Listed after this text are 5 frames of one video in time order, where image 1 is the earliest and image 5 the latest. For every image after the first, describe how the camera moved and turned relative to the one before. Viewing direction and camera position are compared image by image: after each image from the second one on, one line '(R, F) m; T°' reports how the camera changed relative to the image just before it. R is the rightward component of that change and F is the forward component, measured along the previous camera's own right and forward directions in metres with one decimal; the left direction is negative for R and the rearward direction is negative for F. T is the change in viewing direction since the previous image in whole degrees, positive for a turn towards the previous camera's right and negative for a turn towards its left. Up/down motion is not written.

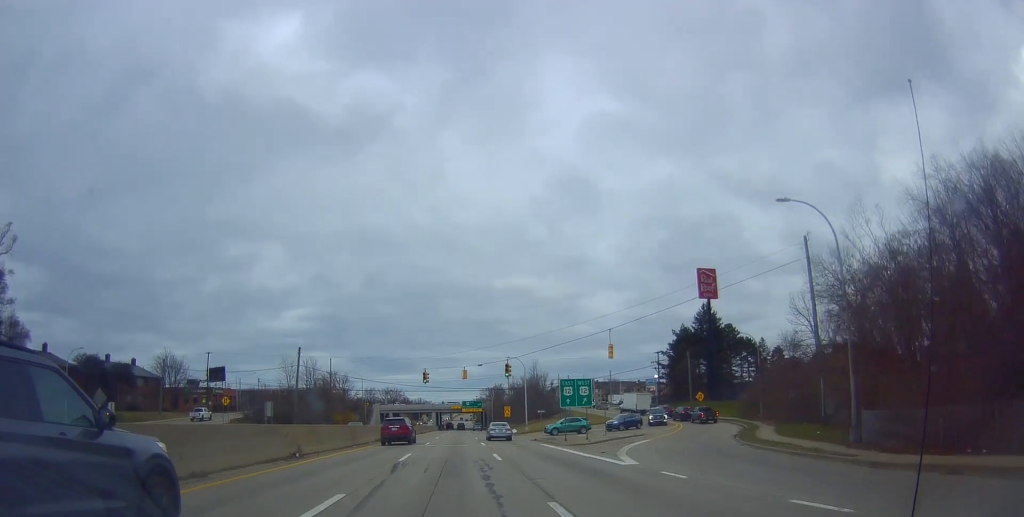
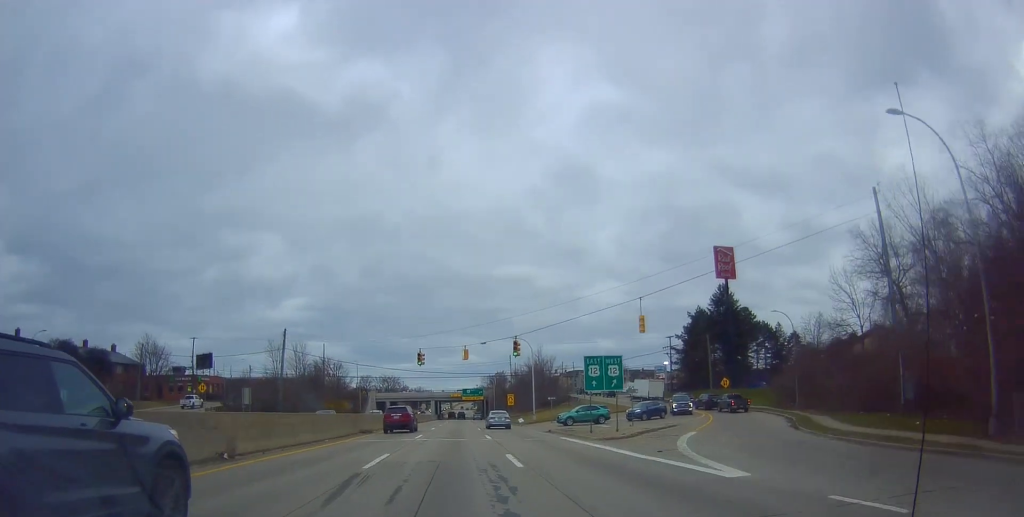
(+0.4, +7.4) m; 0°
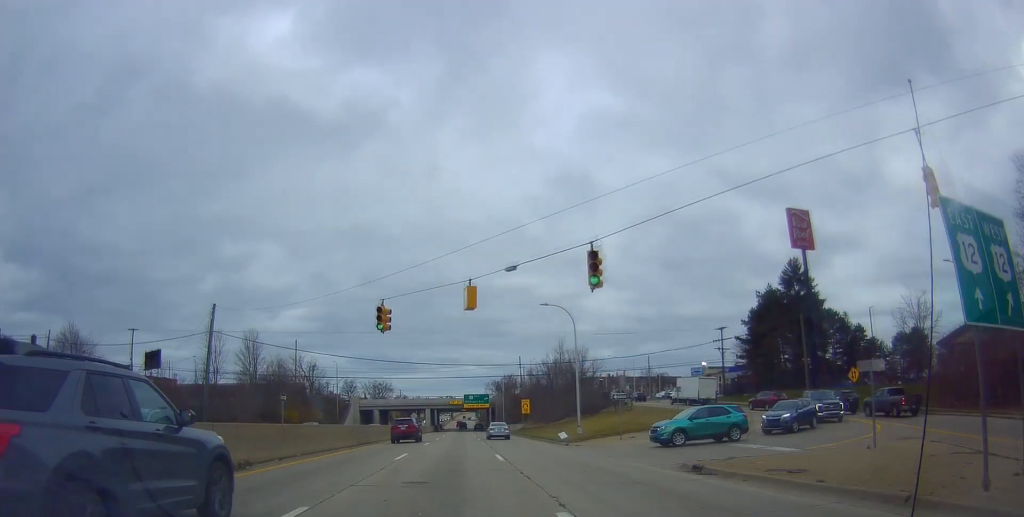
(-1.0, +24.5) m; -2°
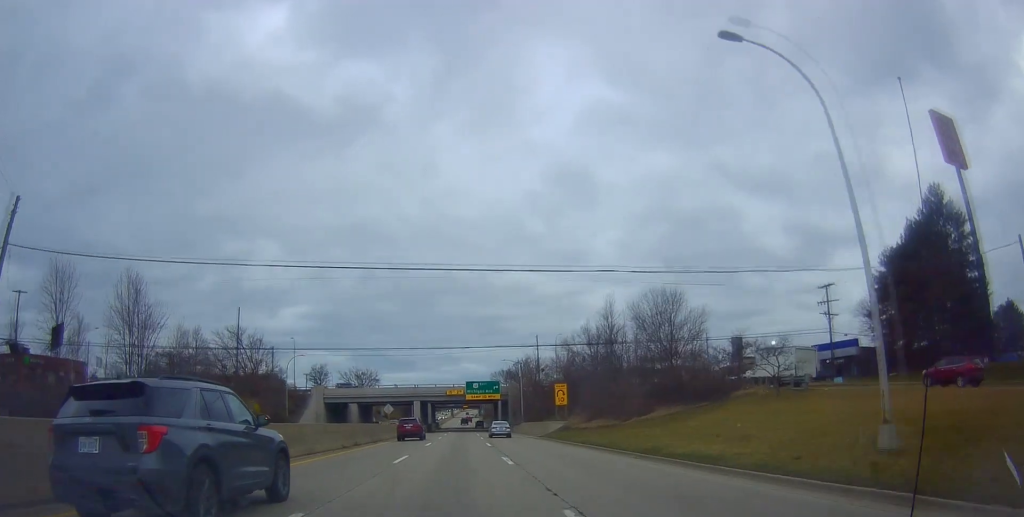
(+0.6, +30.8) m; +2°
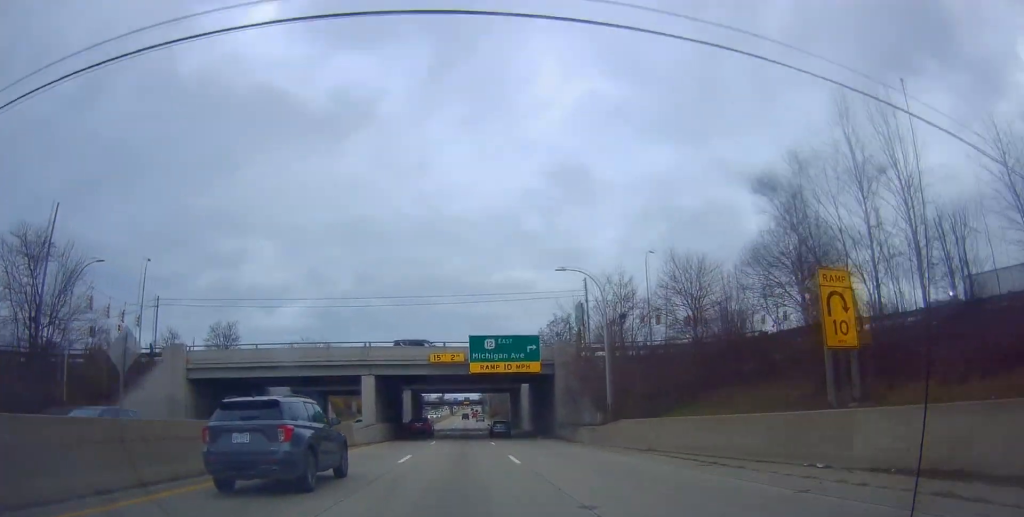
(+0.3, +44.6) m; 0°
